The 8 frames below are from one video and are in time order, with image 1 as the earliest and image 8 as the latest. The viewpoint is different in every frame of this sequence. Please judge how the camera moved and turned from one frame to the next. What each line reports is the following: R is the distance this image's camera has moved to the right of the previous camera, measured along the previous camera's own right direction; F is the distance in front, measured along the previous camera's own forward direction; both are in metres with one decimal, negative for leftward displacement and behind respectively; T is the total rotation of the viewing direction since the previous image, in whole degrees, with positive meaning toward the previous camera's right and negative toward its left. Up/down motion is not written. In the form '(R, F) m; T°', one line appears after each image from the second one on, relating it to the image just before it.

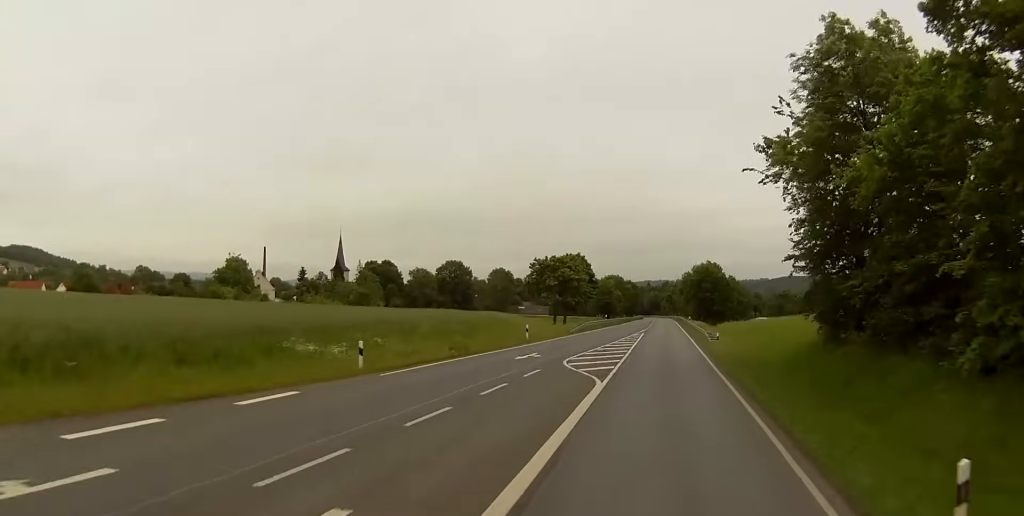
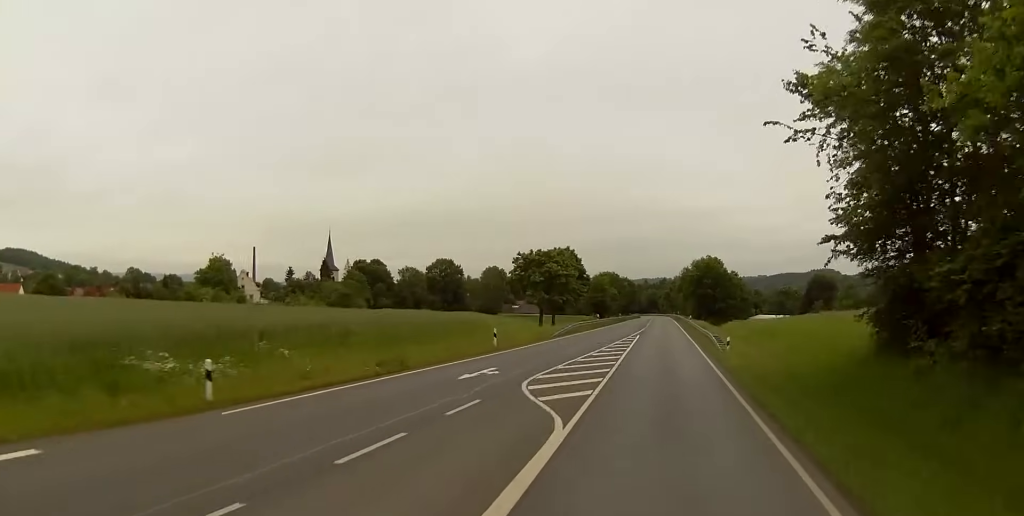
(0.0, +9.7) m; 0°
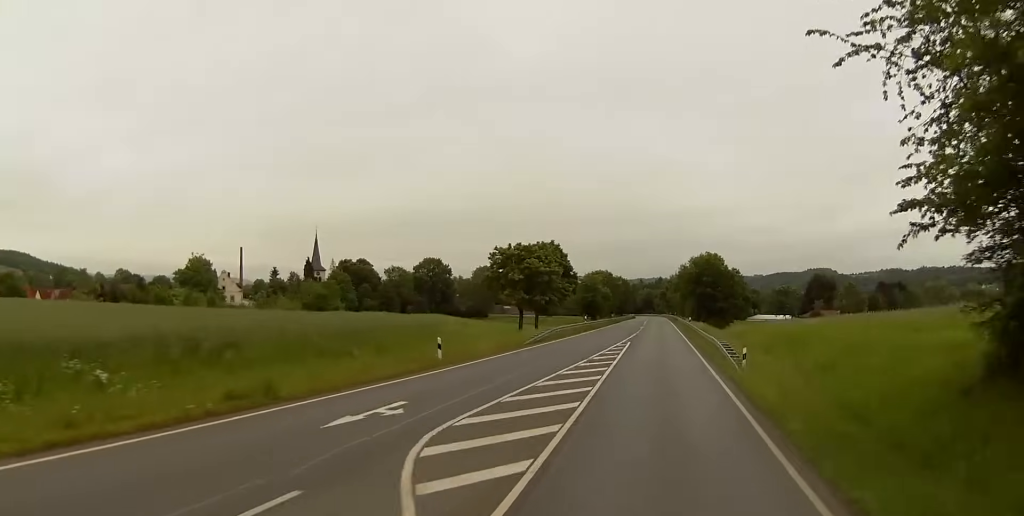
(0.0, +10.4) m; -1°
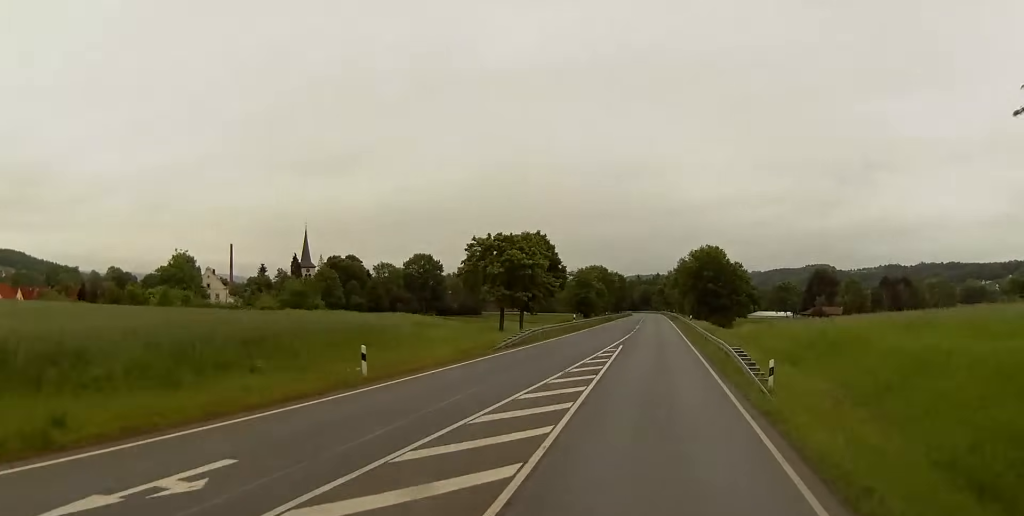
(0.0, +8.5) m; 0°
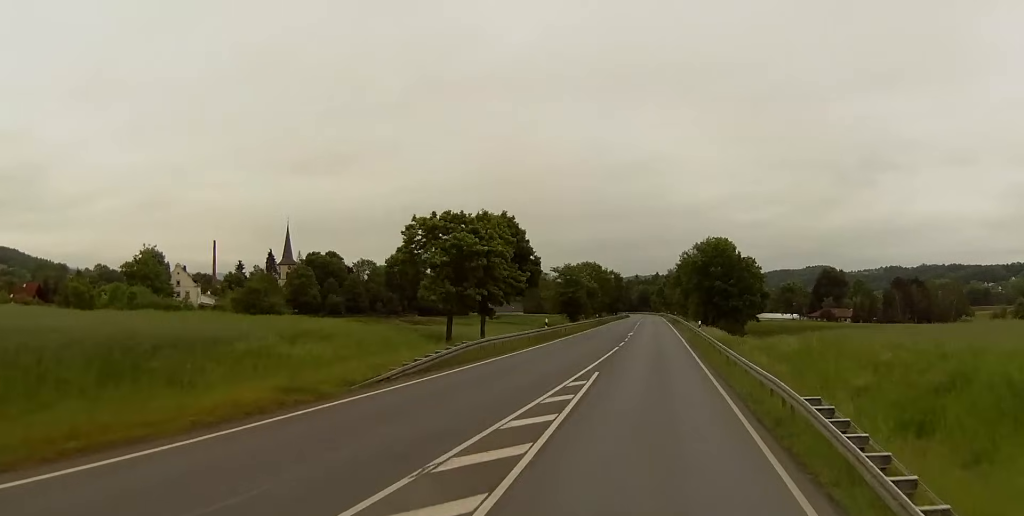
(-0.2, +17.7) m; 0°
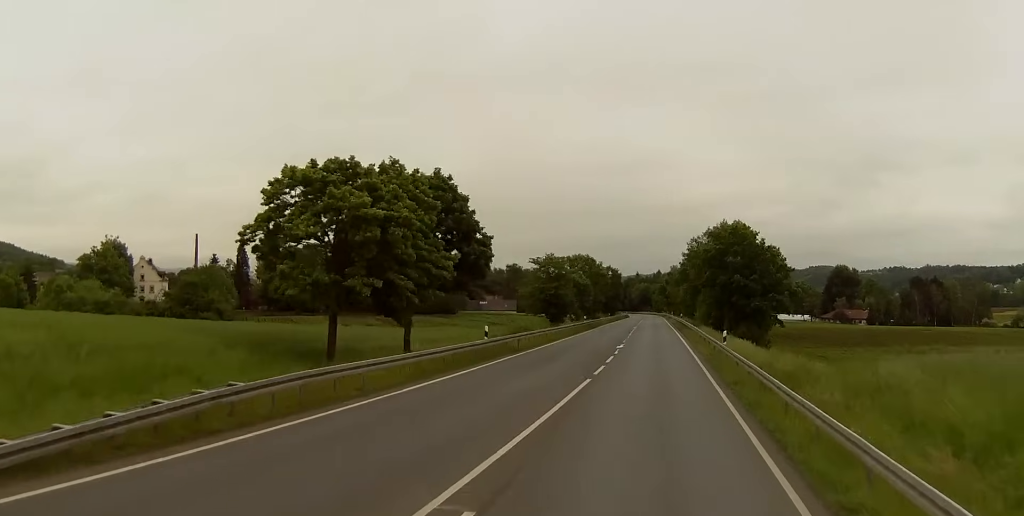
(+0.4, +20.2) m; +1°
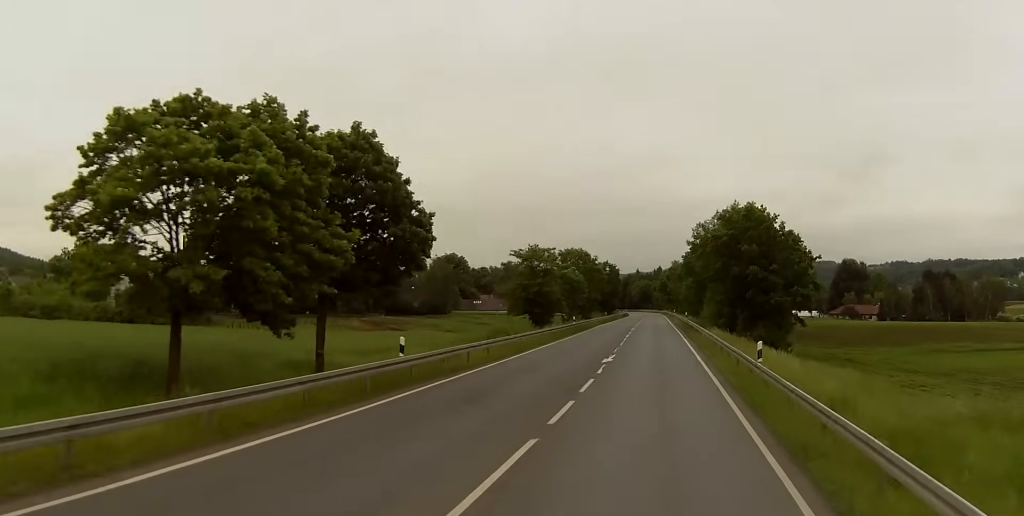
(+0.3, +12.3) m; -1°
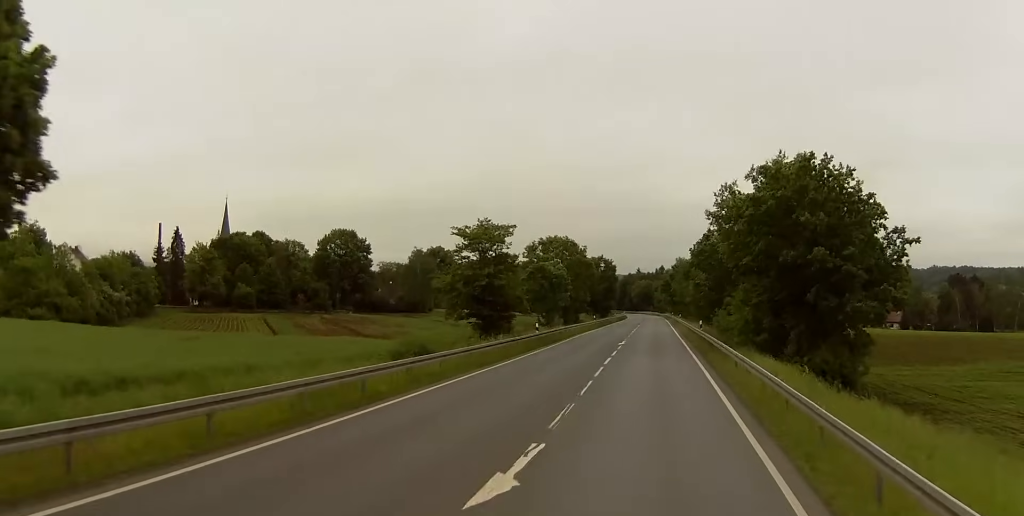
(-0.4, +24.2) m; 0°
